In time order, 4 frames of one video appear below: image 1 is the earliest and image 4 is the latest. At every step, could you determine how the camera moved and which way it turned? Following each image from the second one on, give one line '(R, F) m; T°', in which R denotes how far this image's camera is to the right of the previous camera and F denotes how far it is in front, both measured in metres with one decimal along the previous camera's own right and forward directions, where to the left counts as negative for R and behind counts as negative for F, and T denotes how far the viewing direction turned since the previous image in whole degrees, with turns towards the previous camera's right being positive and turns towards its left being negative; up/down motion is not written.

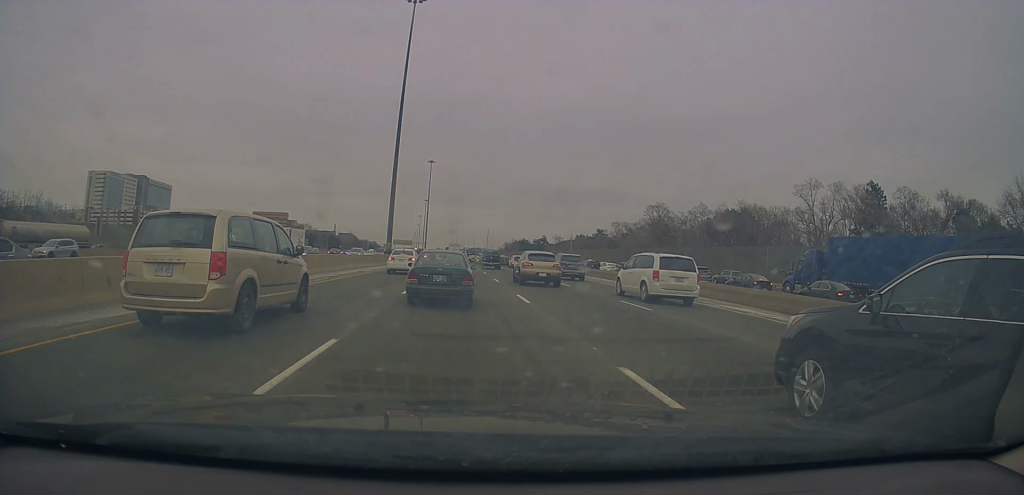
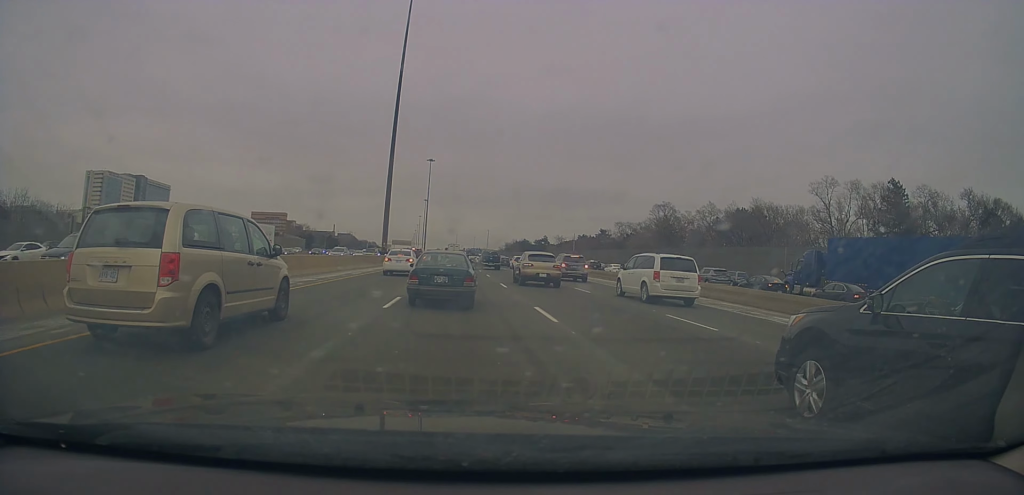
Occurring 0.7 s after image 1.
(+0.1, +4.2) m; -2°
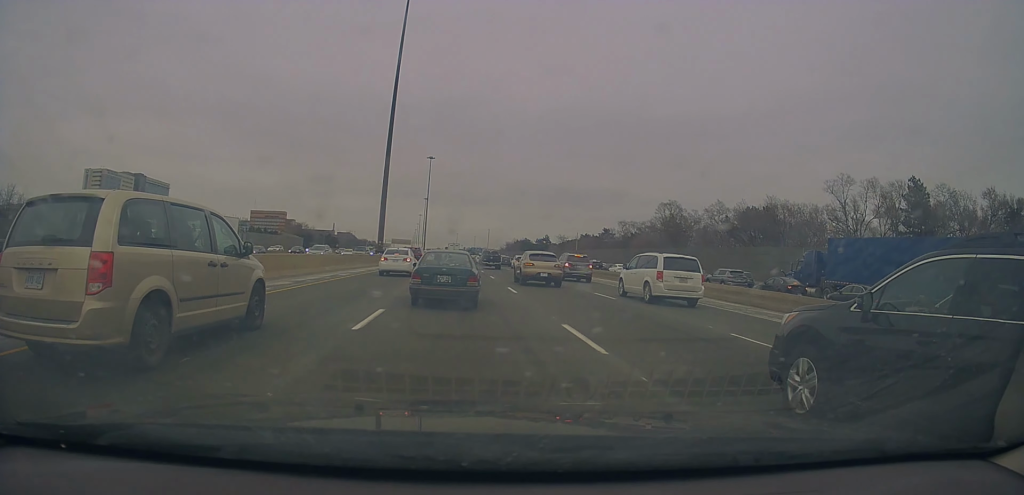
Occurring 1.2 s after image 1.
(-0.2, +3.6) m; -3°
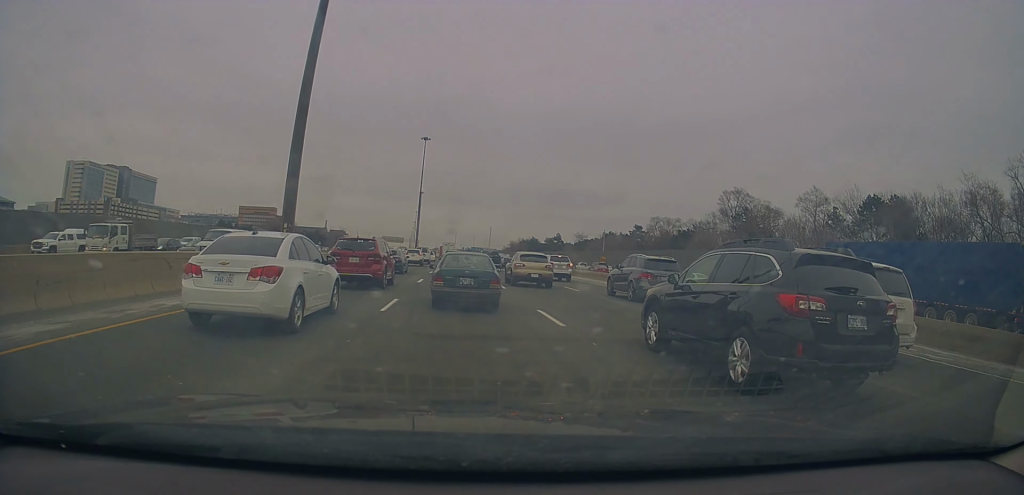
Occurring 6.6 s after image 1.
(+1.8, +34.5) m; +1°
